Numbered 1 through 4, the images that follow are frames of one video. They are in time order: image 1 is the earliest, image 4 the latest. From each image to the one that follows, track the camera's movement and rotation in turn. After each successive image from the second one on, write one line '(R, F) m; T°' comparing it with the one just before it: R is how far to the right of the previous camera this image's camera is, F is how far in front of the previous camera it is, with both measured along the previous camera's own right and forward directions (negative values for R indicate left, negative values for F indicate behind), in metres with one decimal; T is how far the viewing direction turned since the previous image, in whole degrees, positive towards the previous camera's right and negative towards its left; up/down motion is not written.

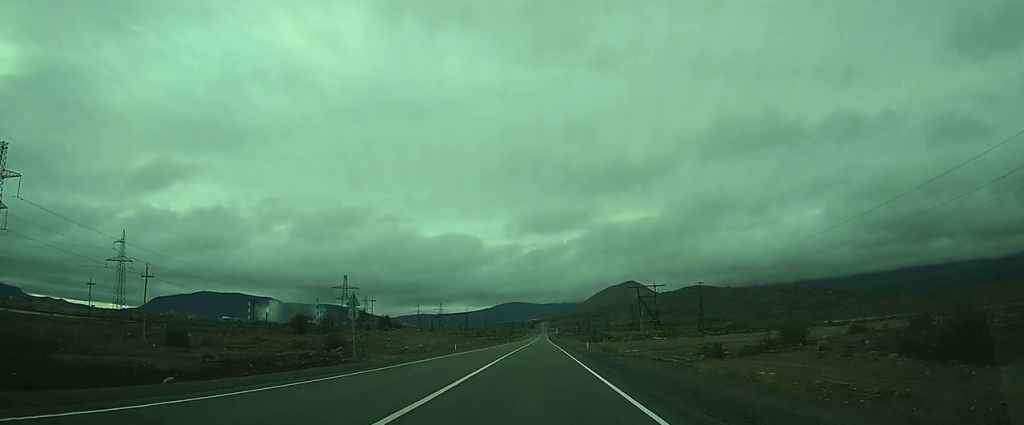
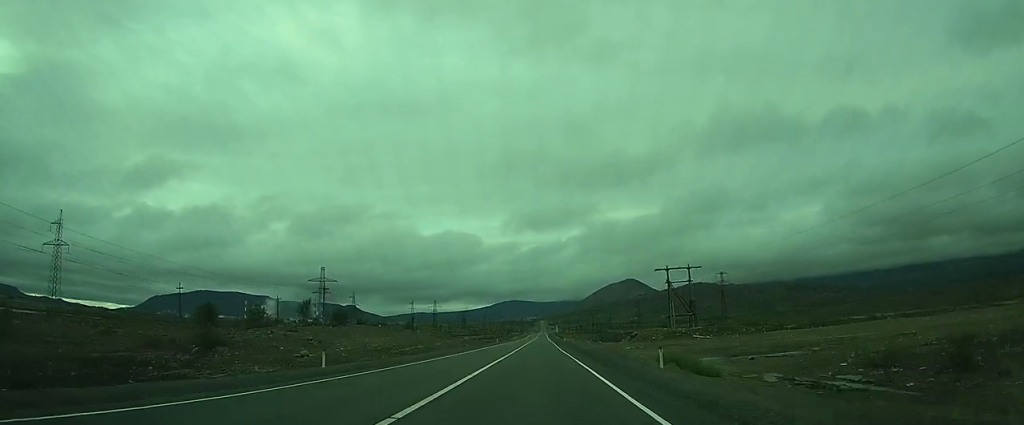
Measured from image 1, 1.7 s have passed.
(-0.1, +36.7) m; 0°
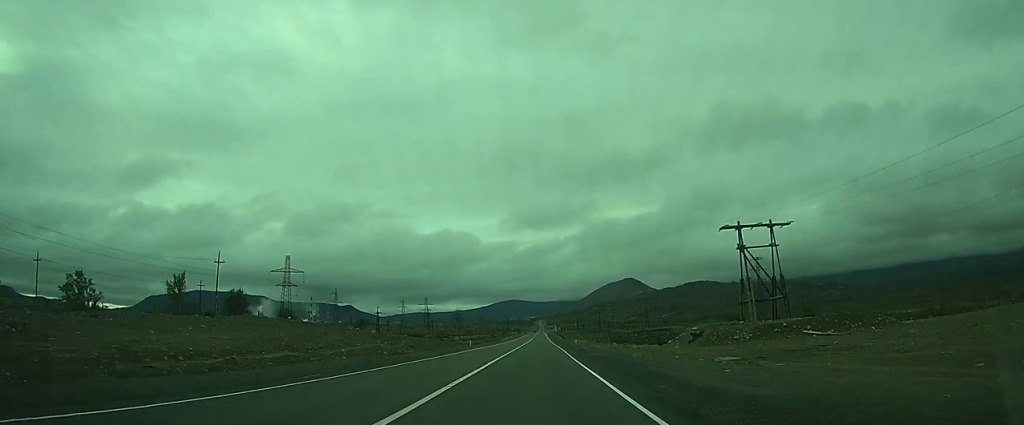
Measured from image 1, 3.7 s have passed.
(+1.1, +44.1) m; +2°
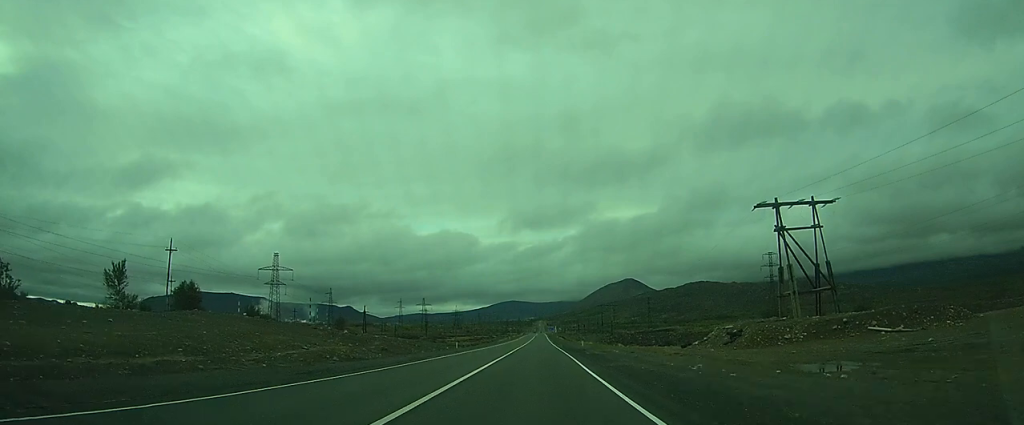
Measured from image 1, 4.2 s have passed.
(0.0, +12.5) m; 0°
